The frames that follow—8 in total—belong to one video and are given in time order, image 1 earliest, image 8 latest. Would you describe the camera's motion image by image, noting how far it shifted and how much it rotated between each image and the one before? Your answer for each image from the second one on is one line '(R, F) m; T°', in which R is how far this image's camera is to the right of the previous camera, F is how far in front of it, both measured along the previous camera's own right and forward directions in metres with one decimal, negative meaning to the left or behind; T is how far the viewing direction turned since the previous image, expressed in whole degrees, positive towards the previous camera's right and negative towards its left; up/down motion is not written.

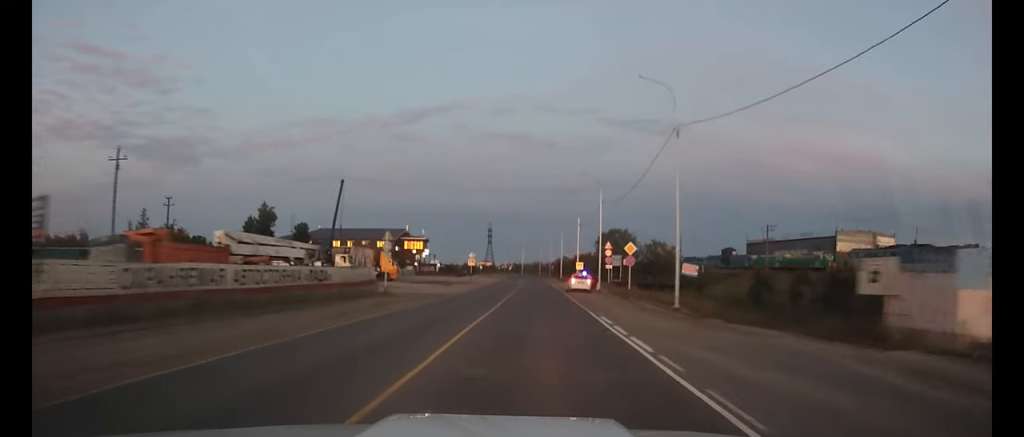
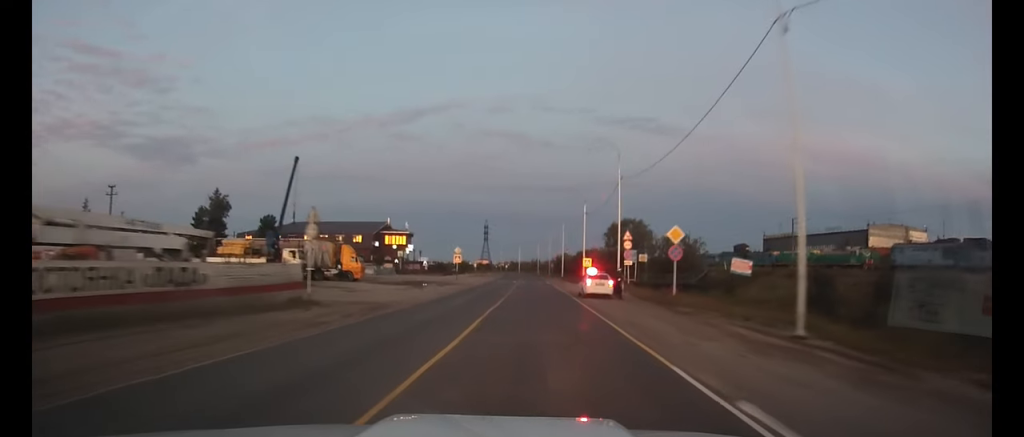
(0.0, +13.7) m; 0°
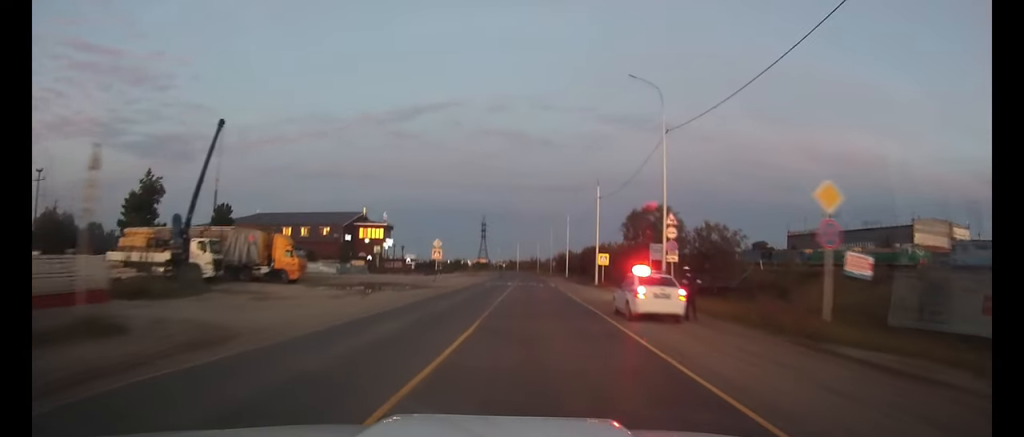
(+0.1, +15.4) m; 0°
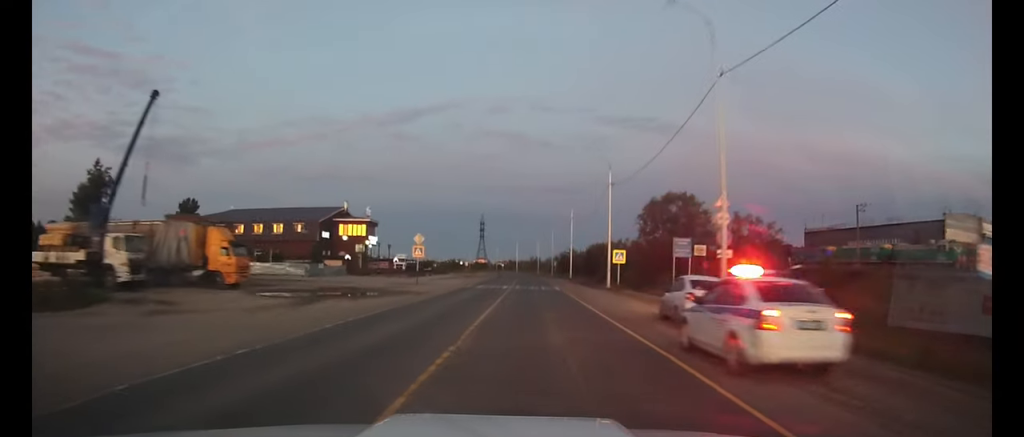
(0.0, +9.3) m; 0°
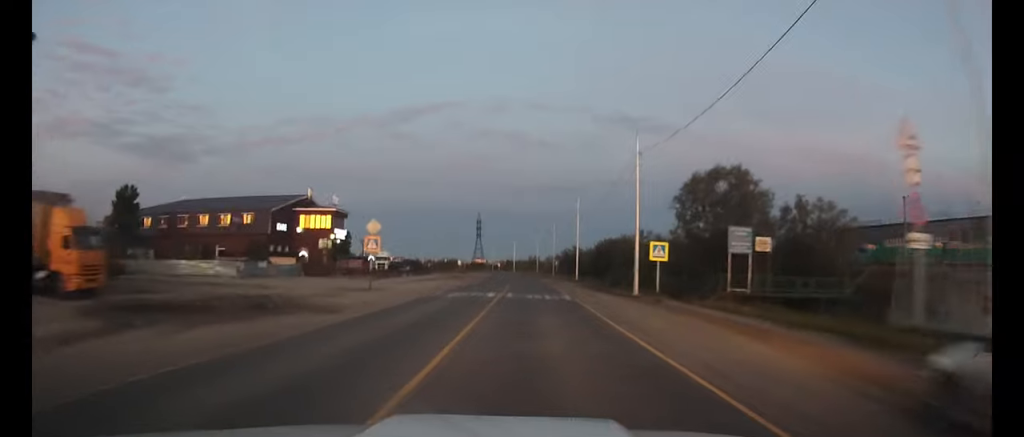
(0.0, +13.6) m; 0°
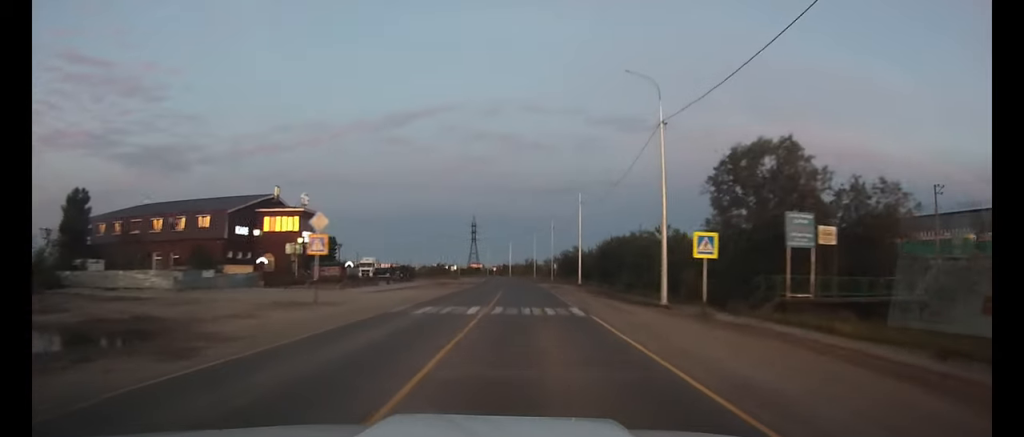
(0.0, +8.5) m; 0°
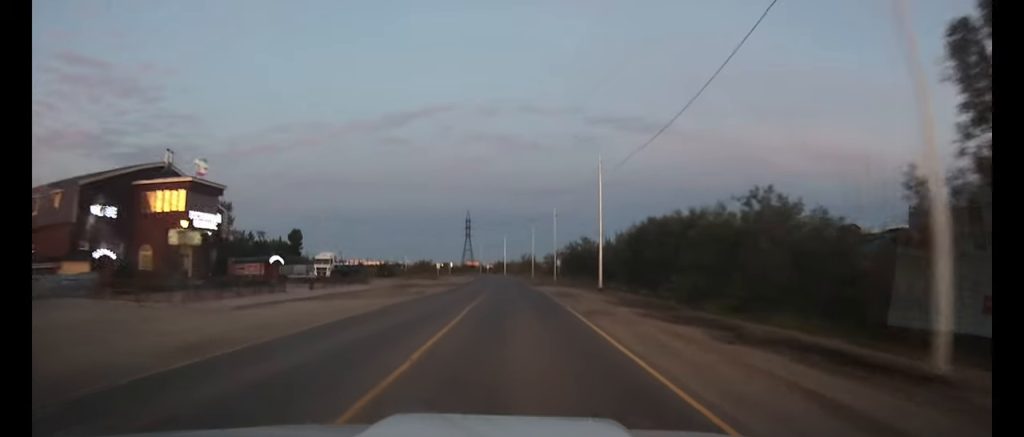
(0.0, +20.7) m; 0°
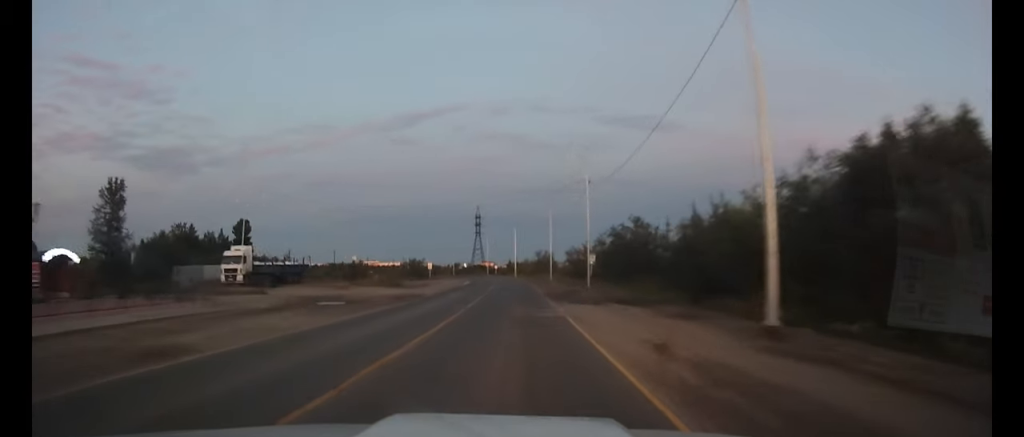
(-0.4, +28.8) m; -2°
